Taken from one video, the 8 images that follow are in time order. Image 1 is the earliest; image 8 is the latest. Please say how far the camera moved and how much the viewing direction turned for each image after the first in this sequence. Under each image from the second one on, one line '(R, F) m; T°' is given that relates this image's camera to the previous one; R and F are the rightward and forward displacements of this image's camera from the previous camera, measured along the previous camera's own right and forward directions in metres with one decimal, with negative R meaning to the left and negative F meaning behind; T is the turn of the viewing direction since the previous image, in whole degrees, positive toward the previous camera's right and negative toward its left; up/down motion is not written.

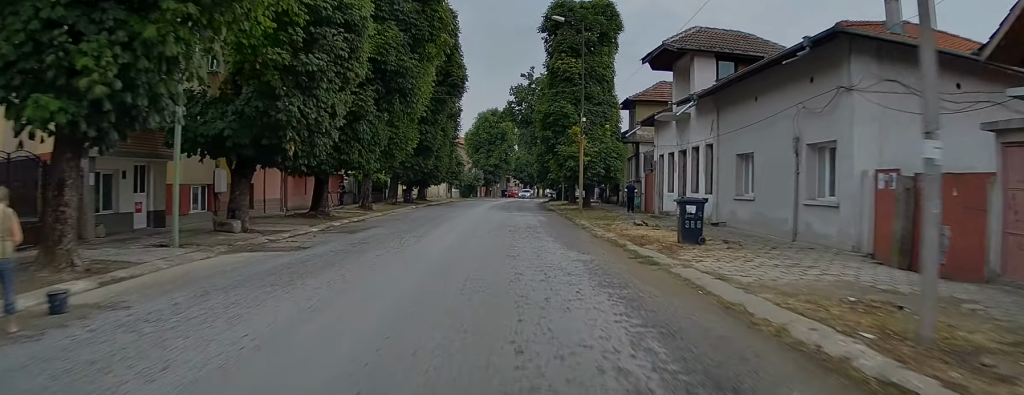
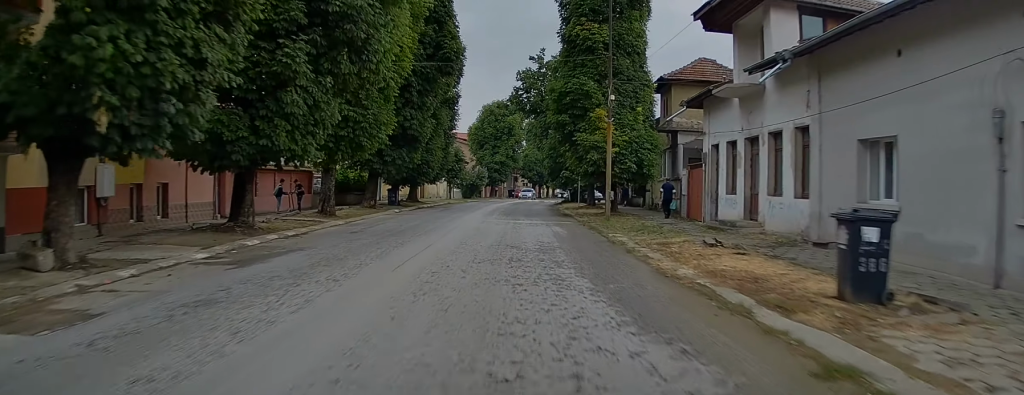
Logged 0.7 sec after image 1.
(-0.2, +7.8) m; -1°
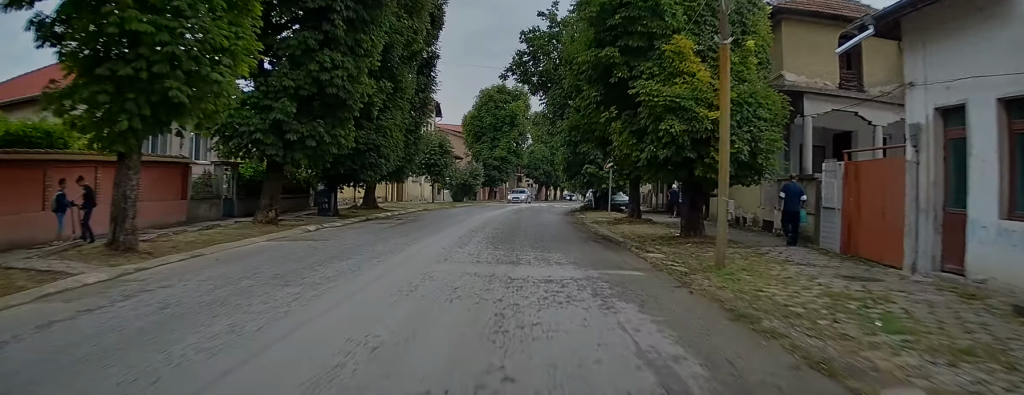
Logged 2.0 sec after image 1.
(0.0, +14.0) m; 0°
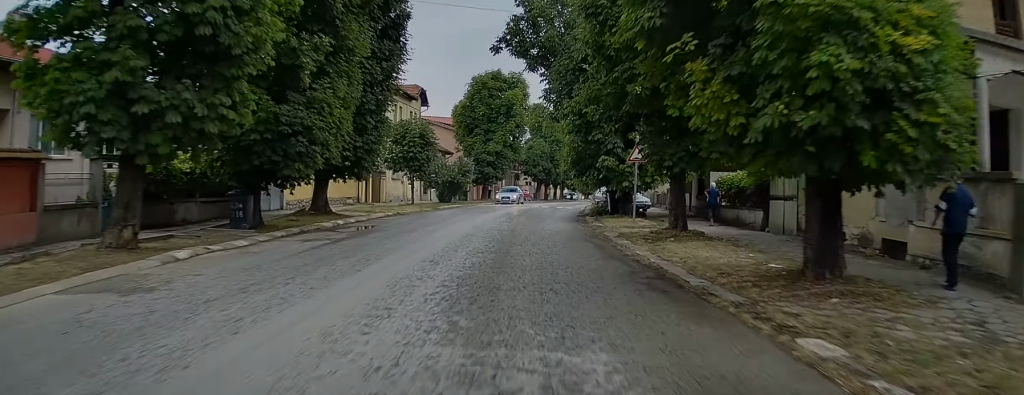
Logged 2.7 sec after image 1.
(0.0, +7.5) m; 0°
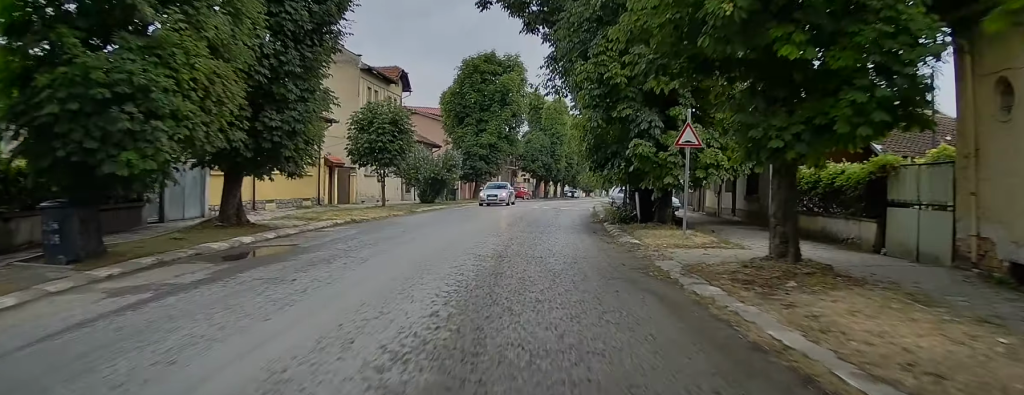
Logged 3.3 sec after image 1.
(0.0, +7.6) m; 0°
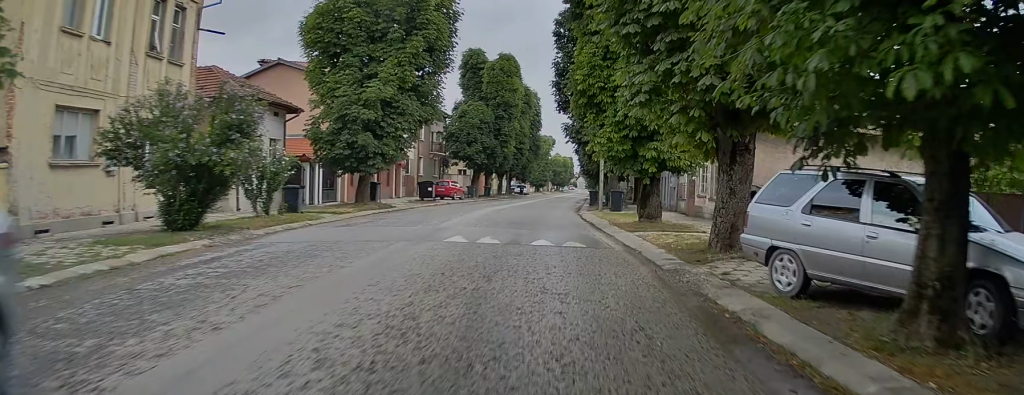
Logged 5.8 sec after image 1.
(+0.1, +26.7) m; +2°
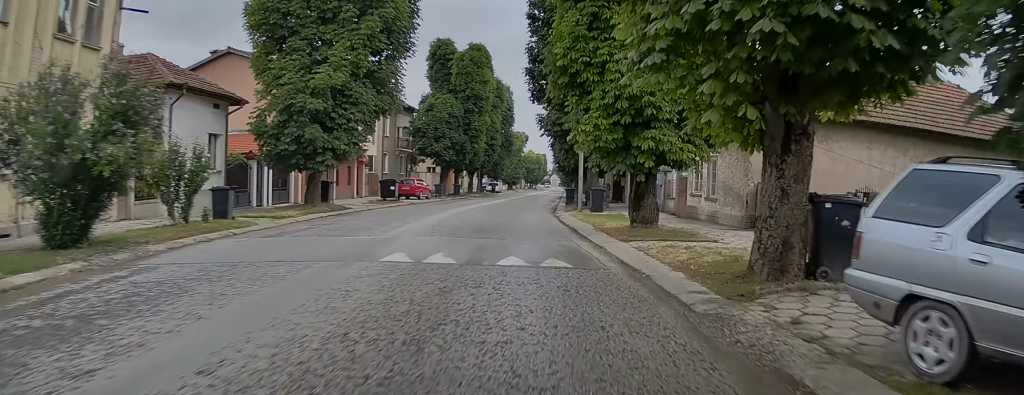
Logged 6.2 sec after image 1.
(+0.1, +4.2) m; +1°
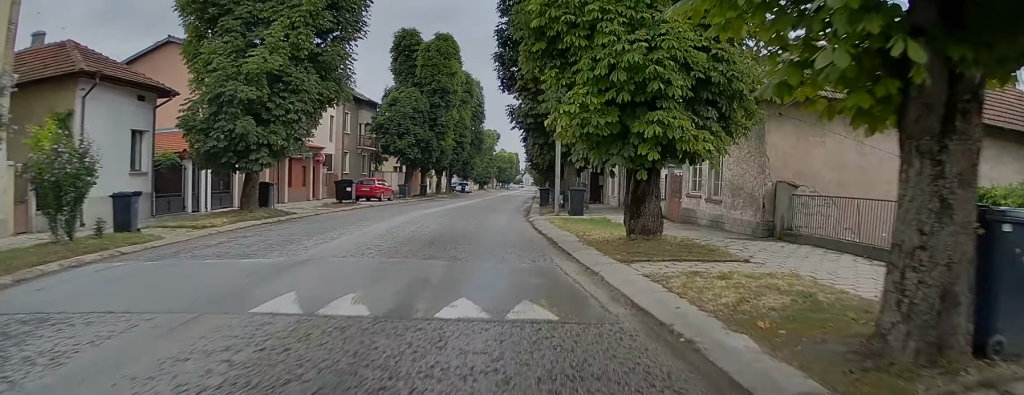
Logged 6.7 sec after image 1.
(+0.1, +4.7) m; +1°
